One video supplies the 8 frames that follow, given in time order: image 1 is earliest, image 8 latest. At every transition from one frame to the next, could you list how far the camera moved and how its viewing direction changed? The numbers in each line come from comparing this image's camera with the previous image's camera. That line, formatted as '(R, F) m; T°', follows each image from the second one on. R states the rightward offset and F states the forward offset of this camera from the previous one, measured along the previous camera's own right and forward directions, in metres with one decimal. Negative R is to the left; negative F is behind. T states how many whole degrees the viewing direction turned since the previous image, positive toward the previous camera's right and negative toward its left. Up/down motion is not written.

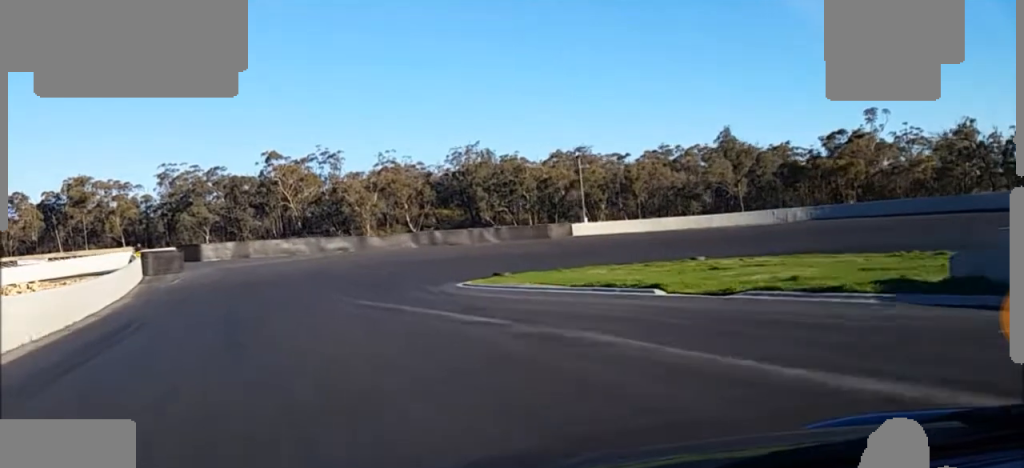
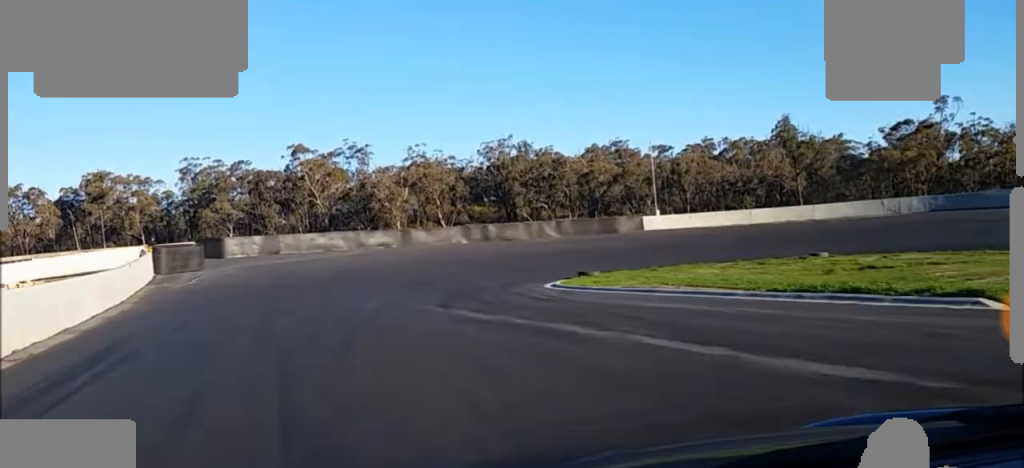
(-0.1, +8.9) m; -1°
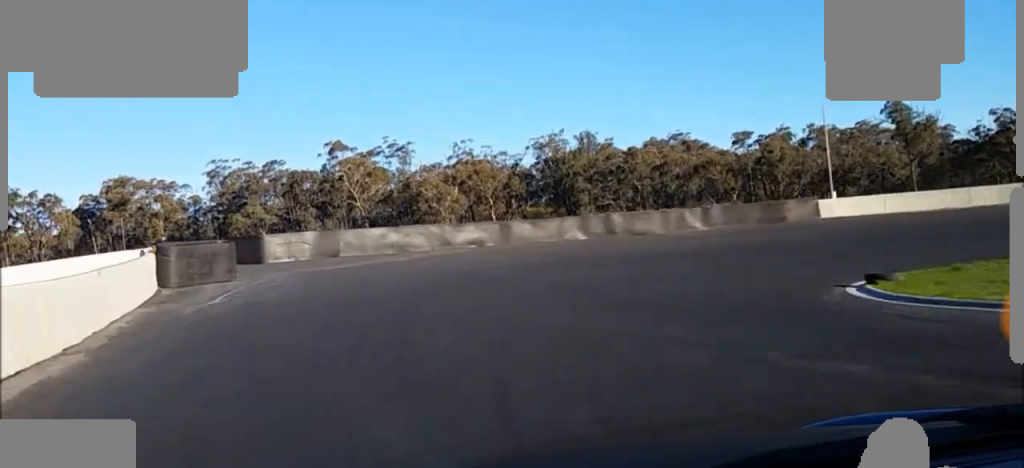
(-0.1, +15.5) m; 0°
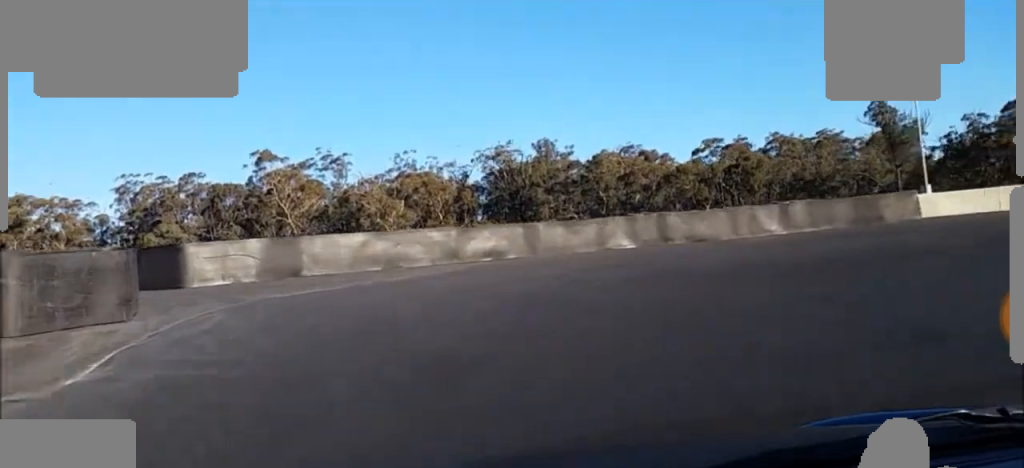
(+0.2, +12.1) m; +8°
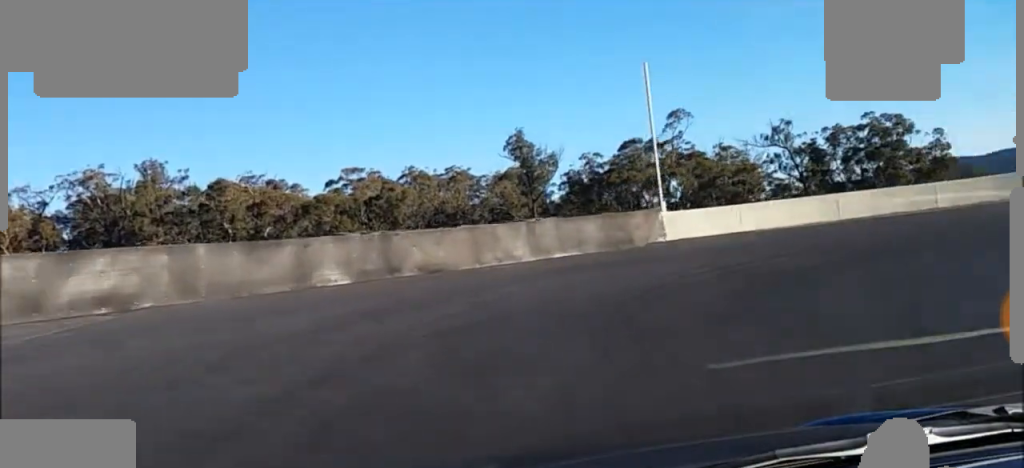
(+1.6, +11.6) m; +22°
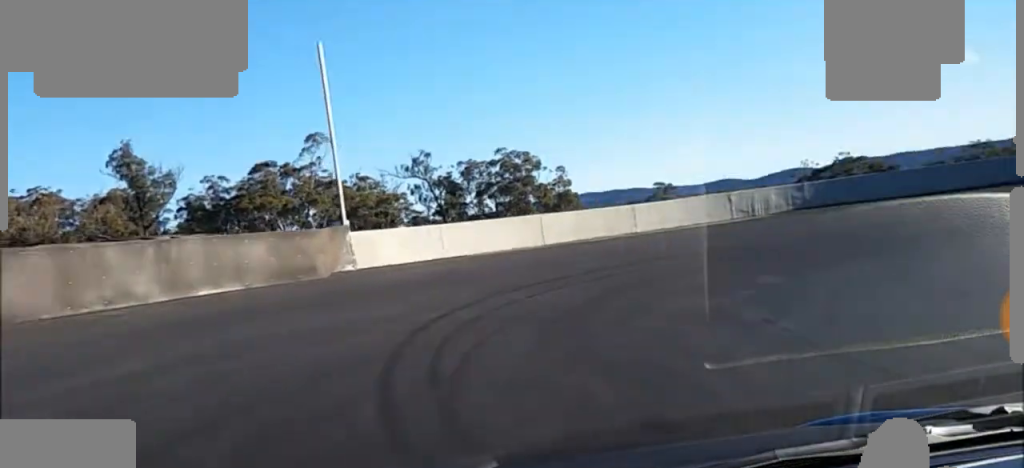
(+1.4, +7.3) m; +28°
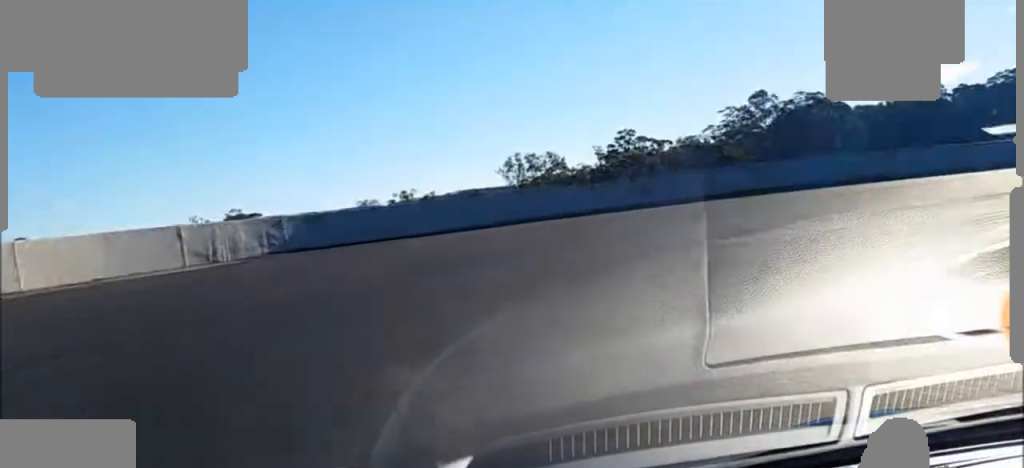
(+4.1, +9.1) m; +46°
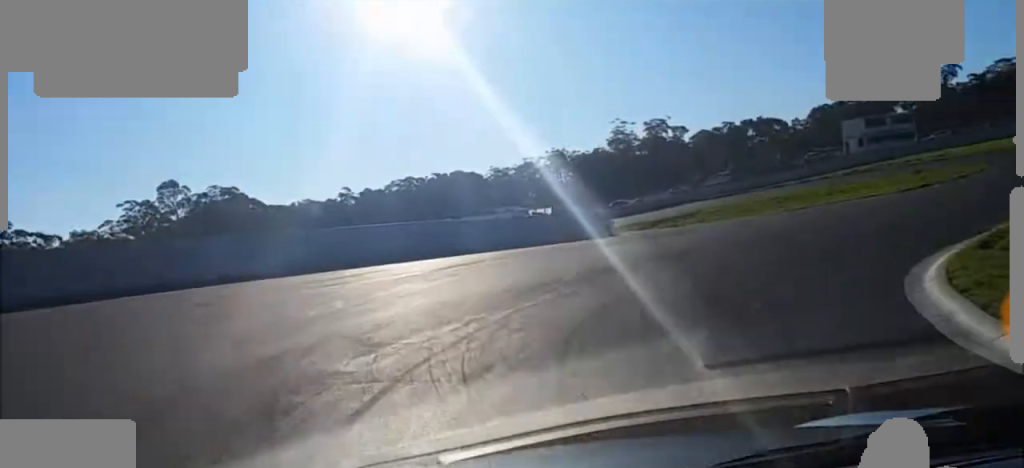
(+5.7, +13.7) m; +38°
